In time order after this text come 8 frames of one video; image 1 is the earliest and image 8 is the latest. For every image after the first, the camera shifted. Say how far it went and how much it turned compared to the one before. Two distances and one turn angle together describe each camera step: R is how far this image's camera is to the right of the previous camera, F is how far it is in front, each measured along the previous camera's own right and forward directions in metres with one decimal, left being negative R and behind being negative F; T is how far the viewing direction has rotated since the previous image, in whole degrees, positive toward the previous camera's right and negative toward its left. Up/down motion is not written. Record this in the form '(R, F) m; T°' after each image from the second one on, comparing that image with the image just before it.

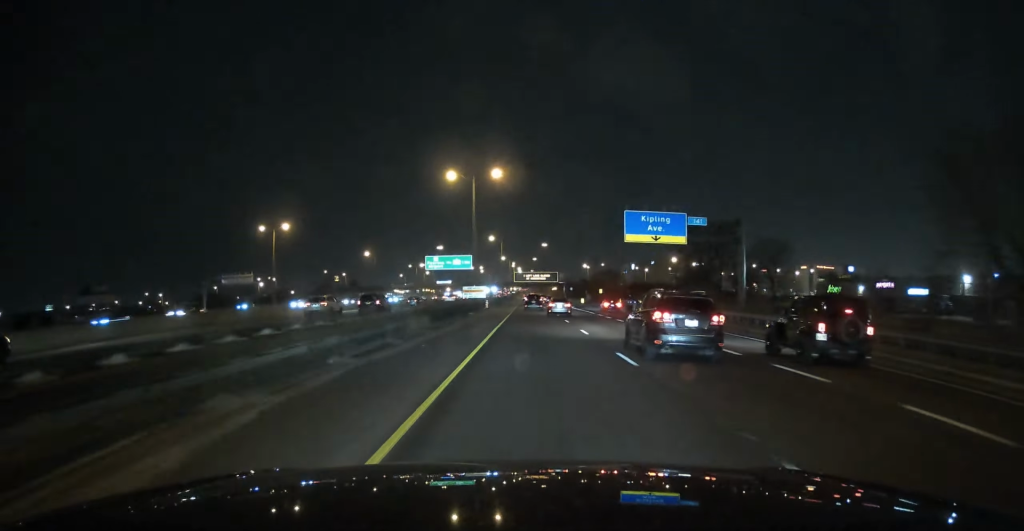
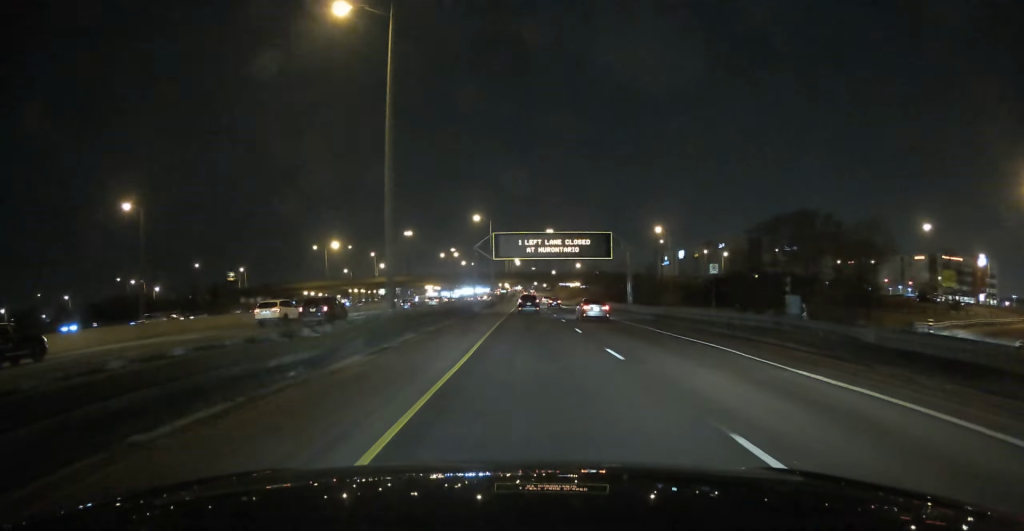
(+1.1, +126.8) m; 0°
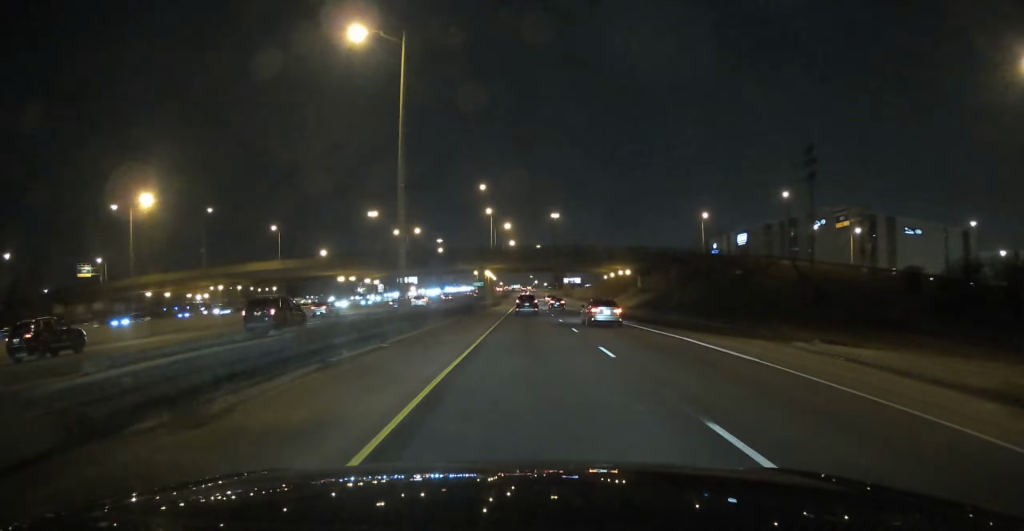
(-0.1, +81.1) m; 0°
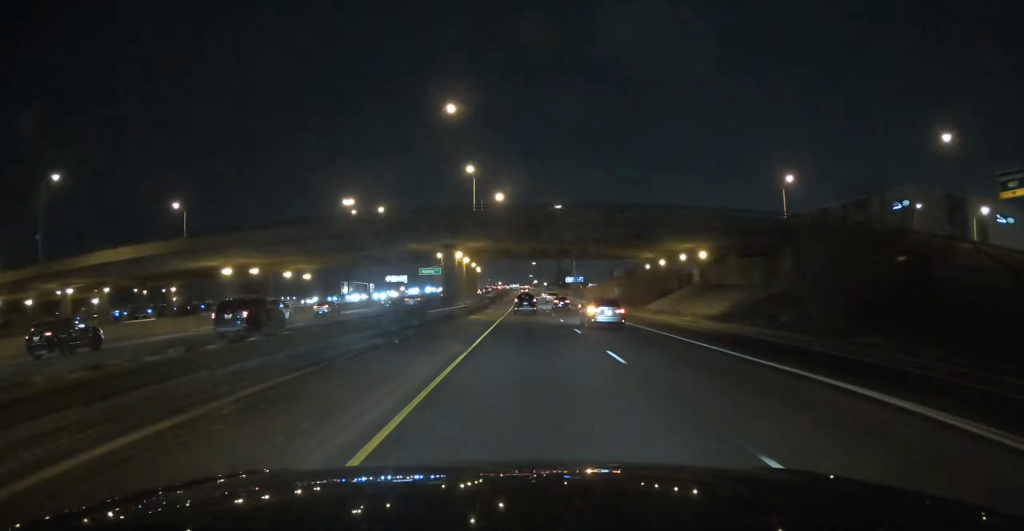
(+0.1, +36.5) m; 0°
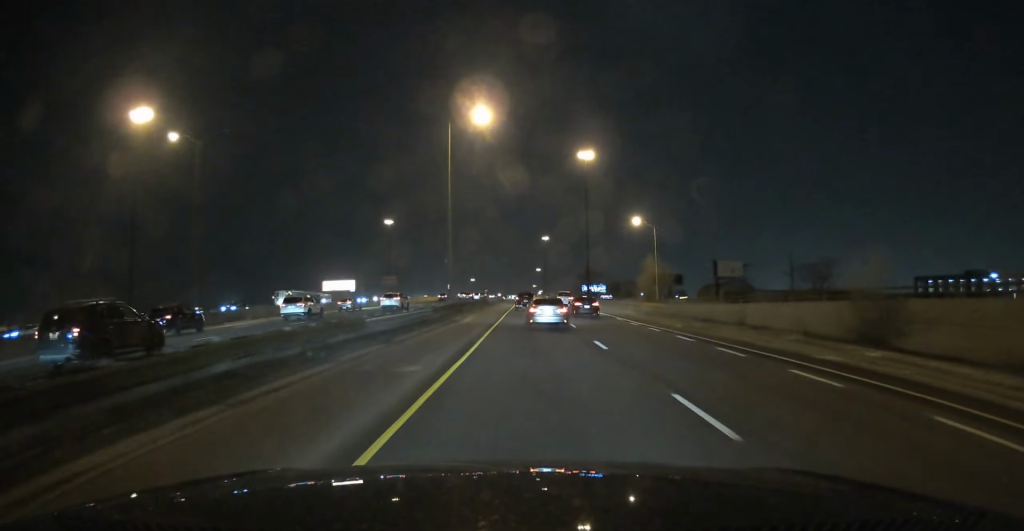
(-0.4, +138.4) m; -1°
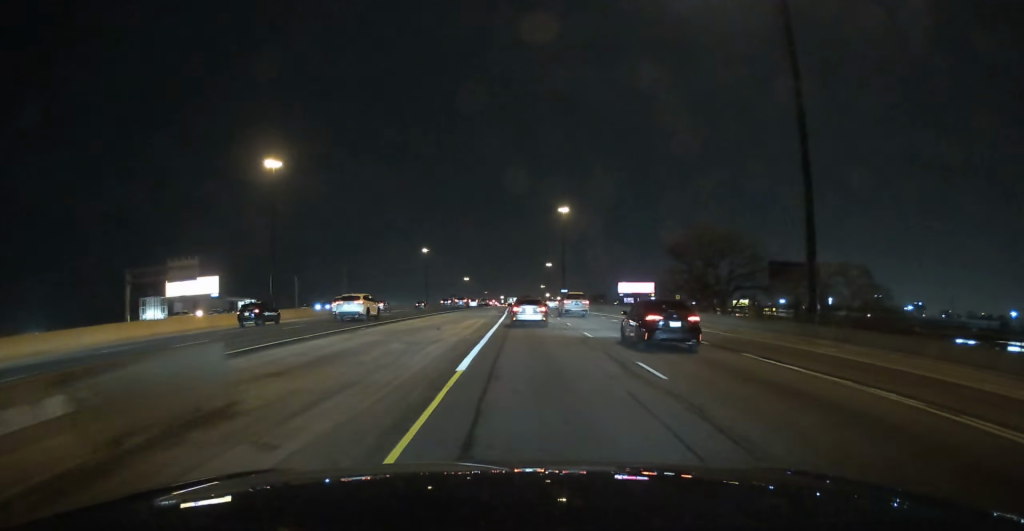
(-0.8, +140.5) m; -1°
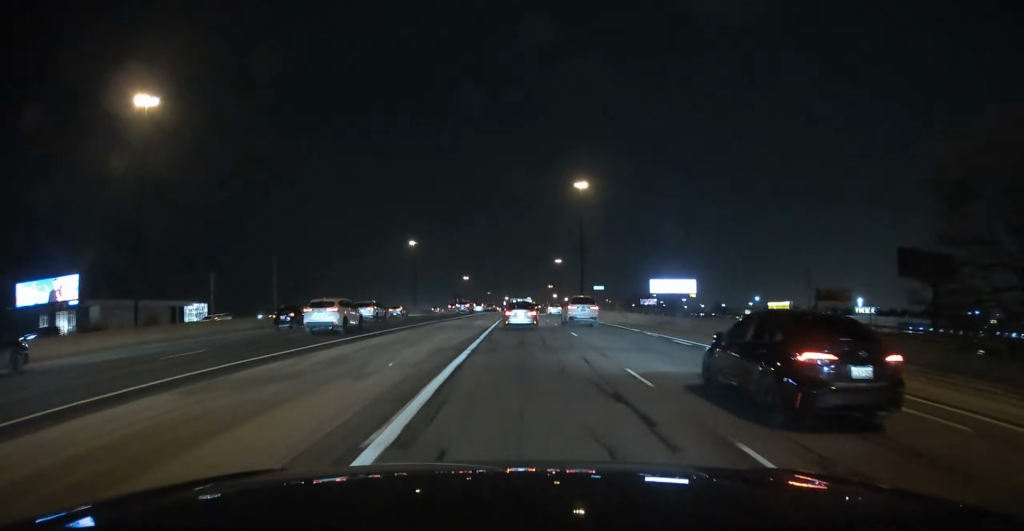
(-0.2, +57.6) m; 0°
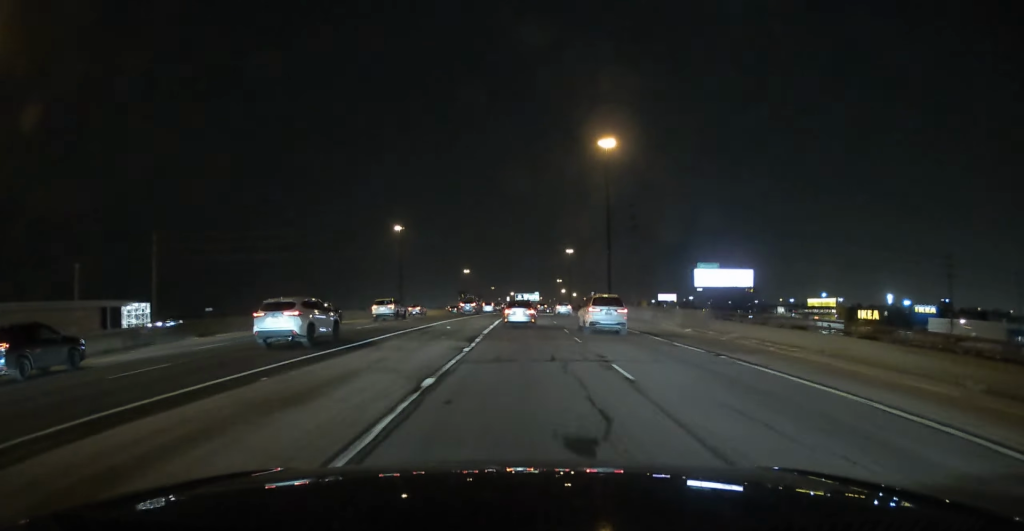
(-0.1, +48.0) m; 0°
